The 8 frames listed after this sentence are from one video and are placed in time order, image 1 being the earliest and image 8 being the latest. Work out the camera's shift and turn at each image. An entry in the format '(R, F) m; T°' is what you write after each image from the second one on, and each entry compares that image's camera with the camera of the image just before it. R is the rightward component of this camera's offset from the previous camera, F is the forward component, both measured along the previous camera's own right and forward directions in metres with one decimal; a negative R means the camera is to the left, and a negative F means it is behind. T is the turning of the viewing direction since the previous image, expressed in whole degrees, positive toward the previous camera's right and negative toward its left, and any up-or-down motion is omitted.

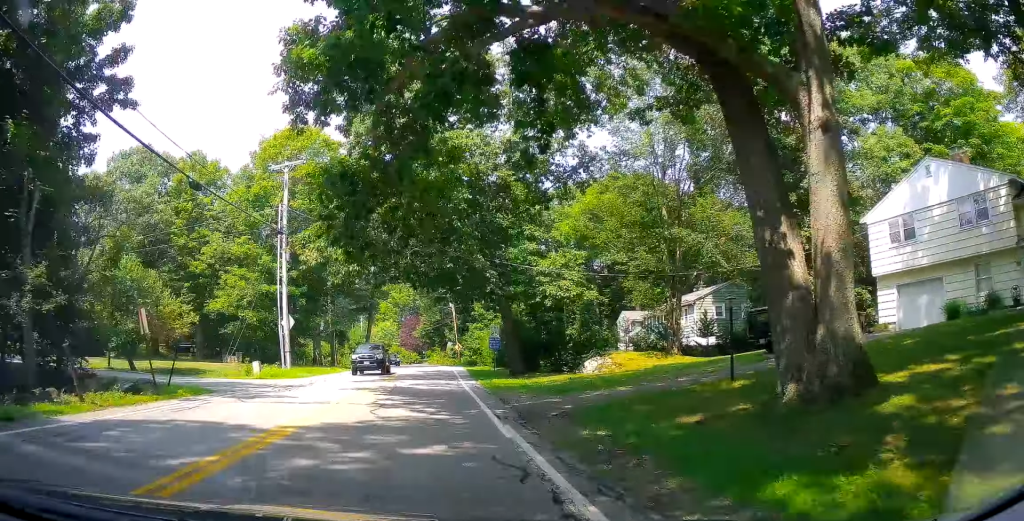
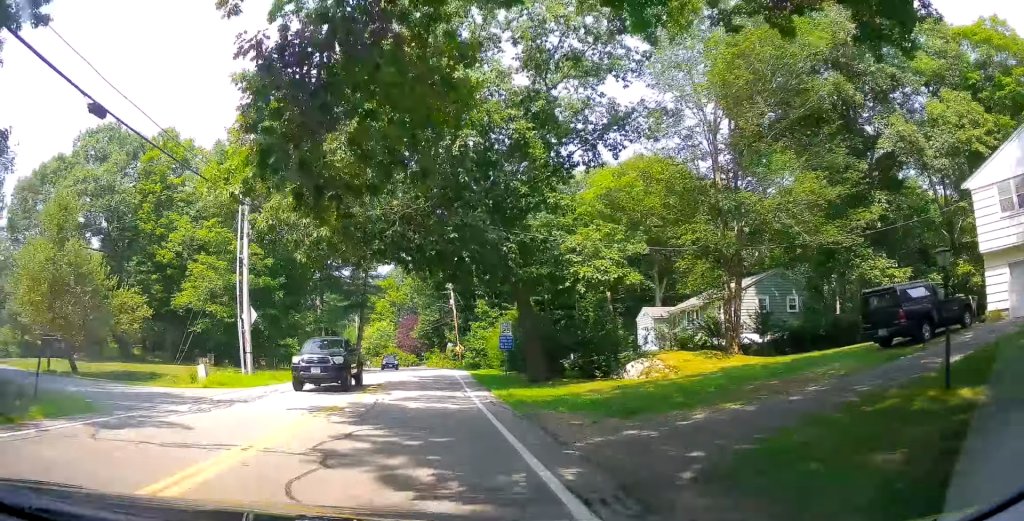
(+0.2, +6.8) m; 0°
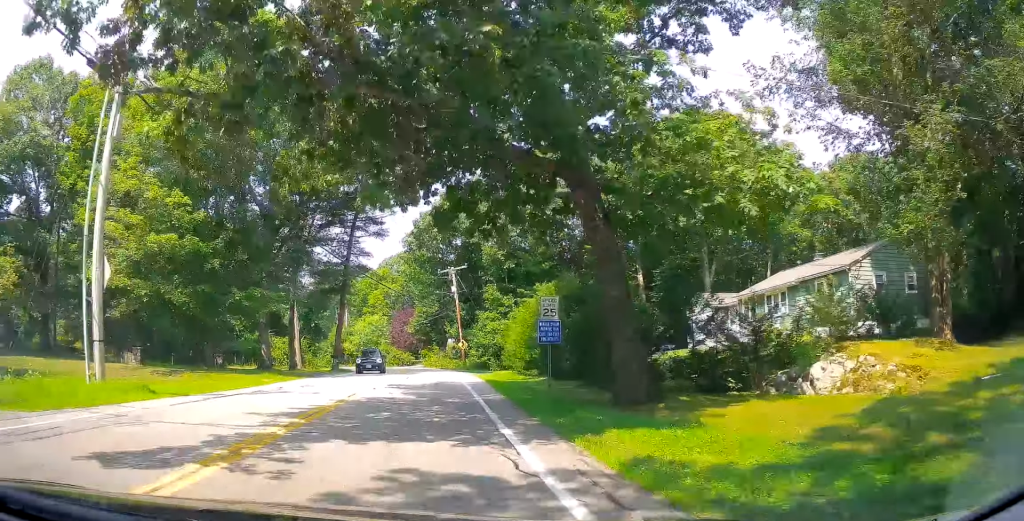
(+0.1, +12.3) m; 0°
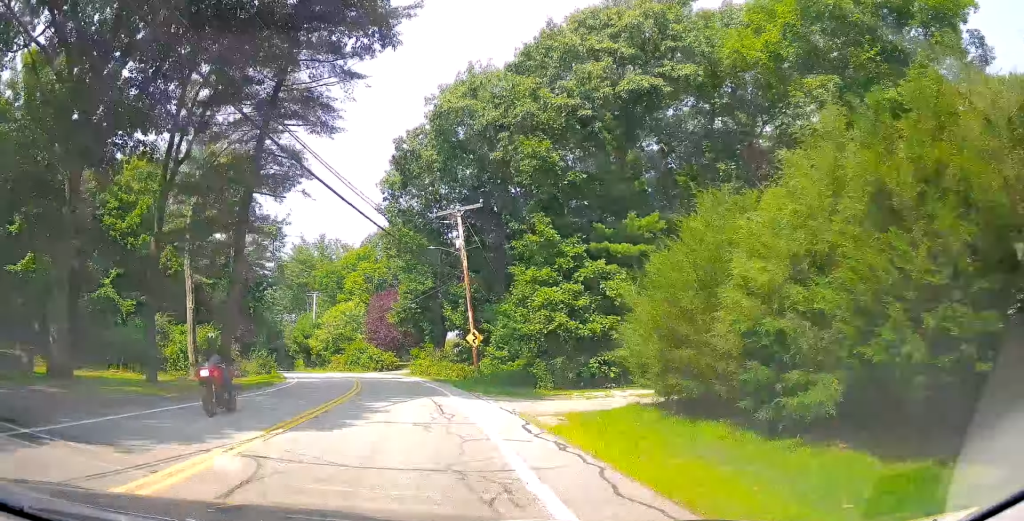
(-0.2, +25.7) m; -4°
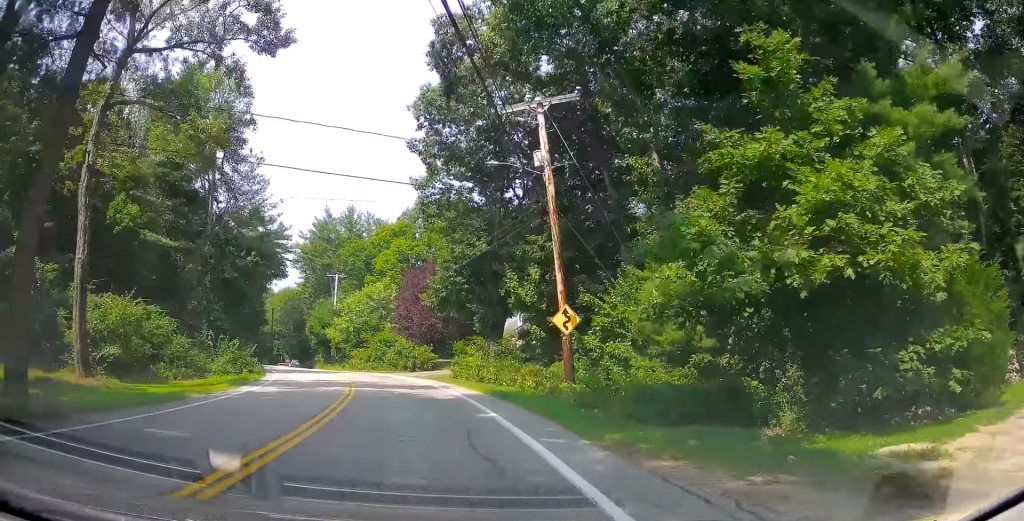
(-1.0, +15.5) m; -4°
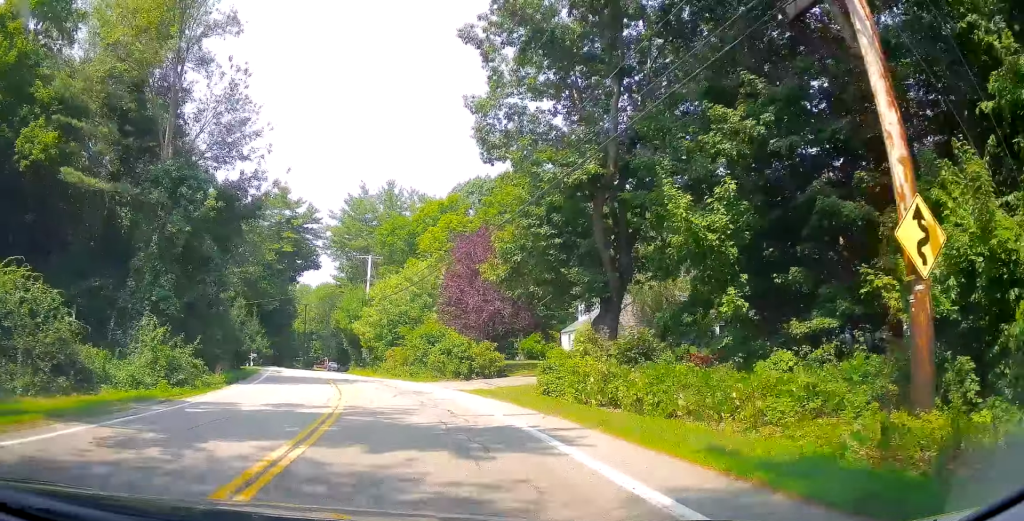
(-0.1, +14.4) m; -4°
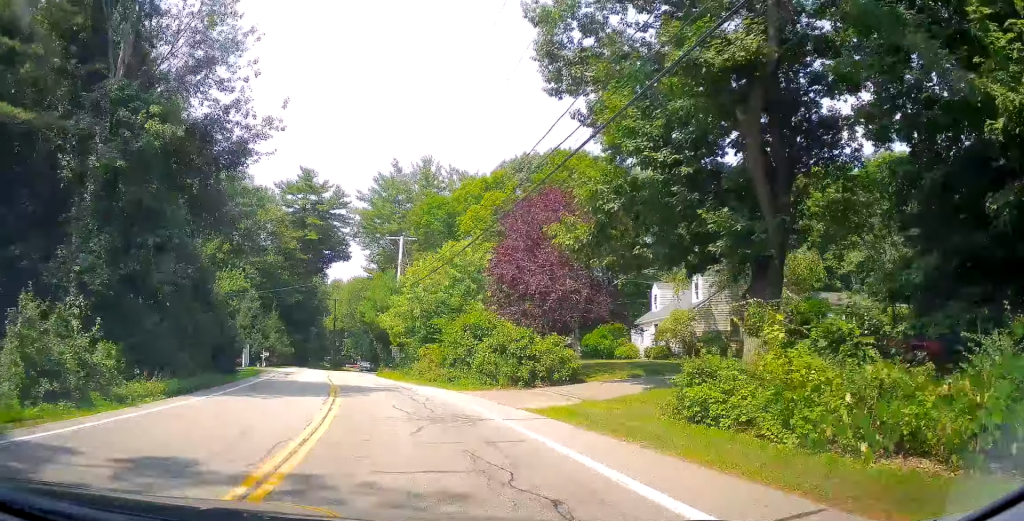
(-0.4, +8.5) m; -3°
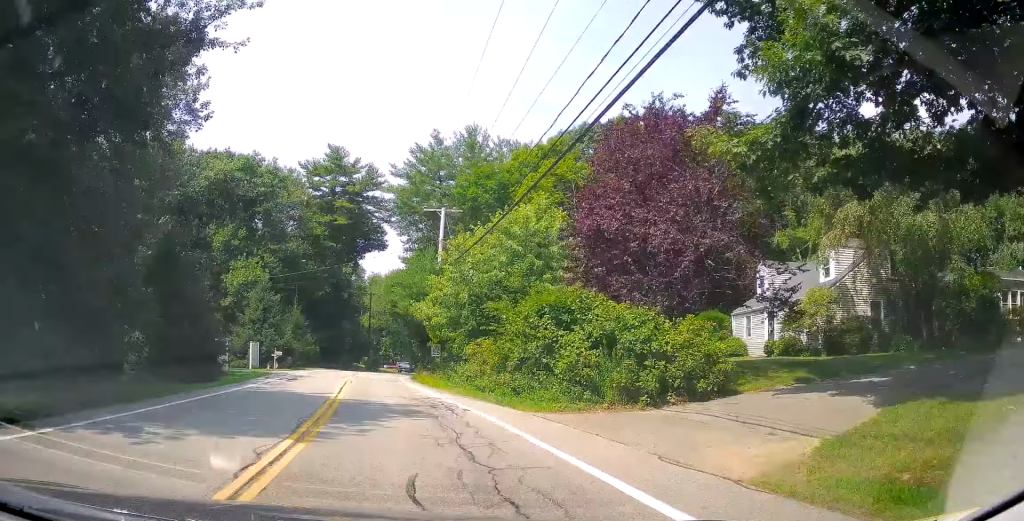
(-0.4, +9.1) m; -4°
